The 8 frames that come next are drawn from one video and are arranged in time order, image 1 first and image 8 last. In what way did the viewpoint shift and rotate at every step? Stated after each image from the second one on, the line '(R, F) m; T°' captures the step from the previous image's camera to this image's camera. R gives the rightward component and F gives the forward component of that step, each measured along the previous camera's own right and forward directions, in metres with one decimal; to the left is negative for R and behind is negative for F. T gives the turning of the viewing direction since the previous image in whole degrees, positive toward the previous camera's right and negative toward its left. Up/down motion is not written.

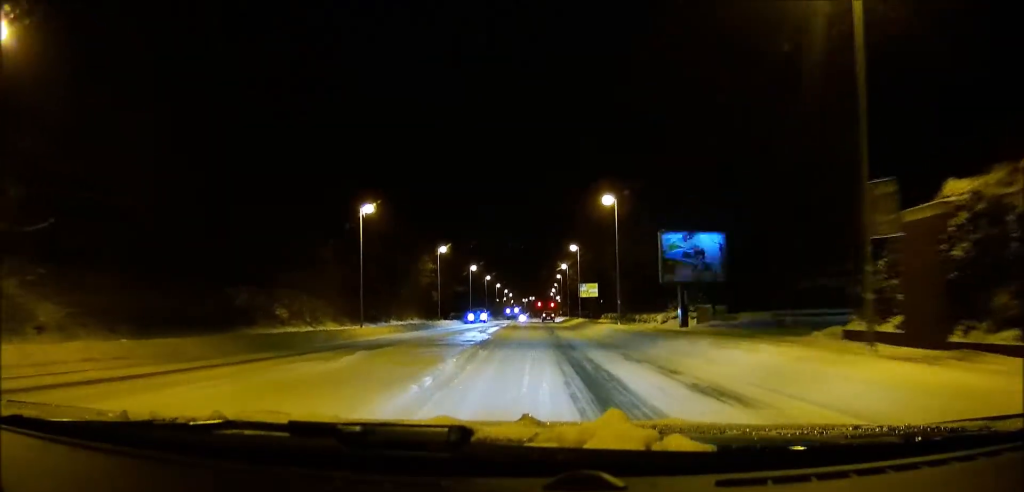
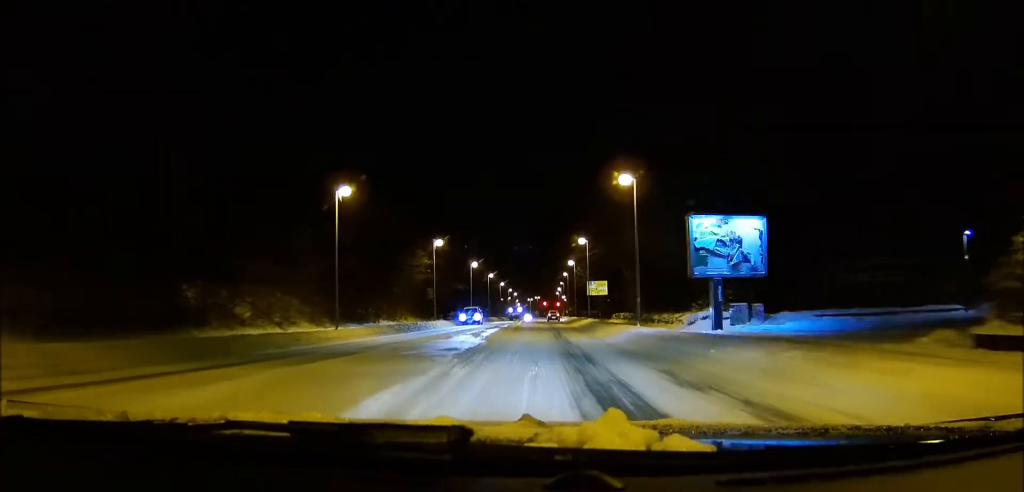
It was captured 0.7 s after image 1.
(0.0, +6.5) m; 0°
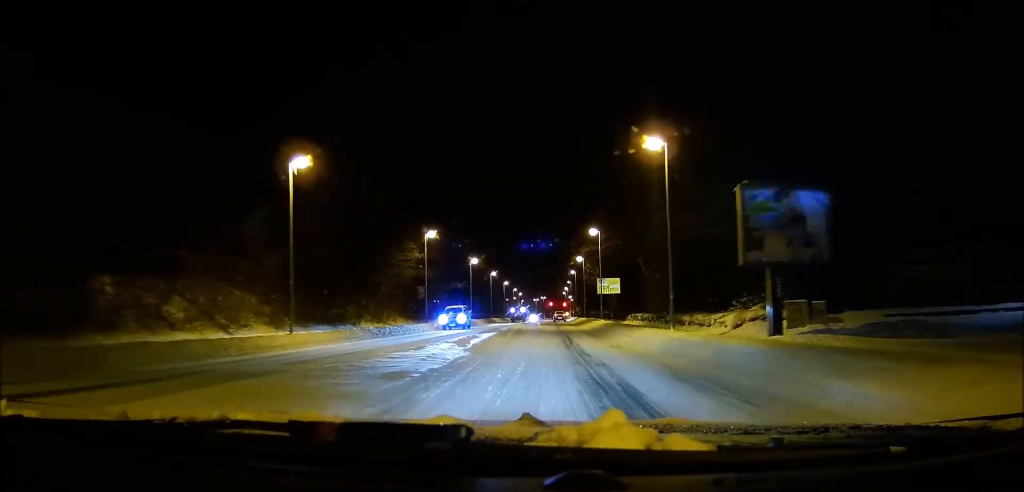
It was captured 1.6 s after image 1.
(0.0, +7.7) m; -1°
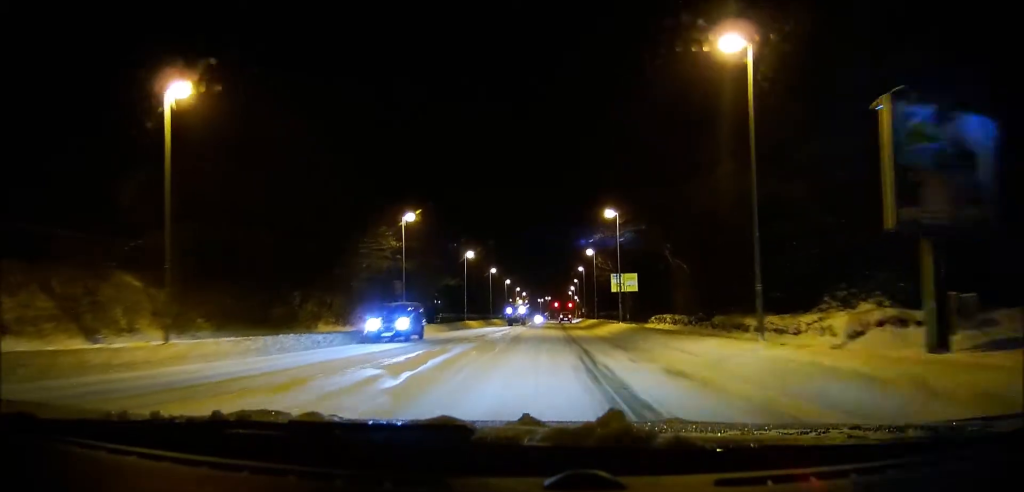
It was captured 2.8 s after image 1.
(-0.1, +10.9) m; -1°
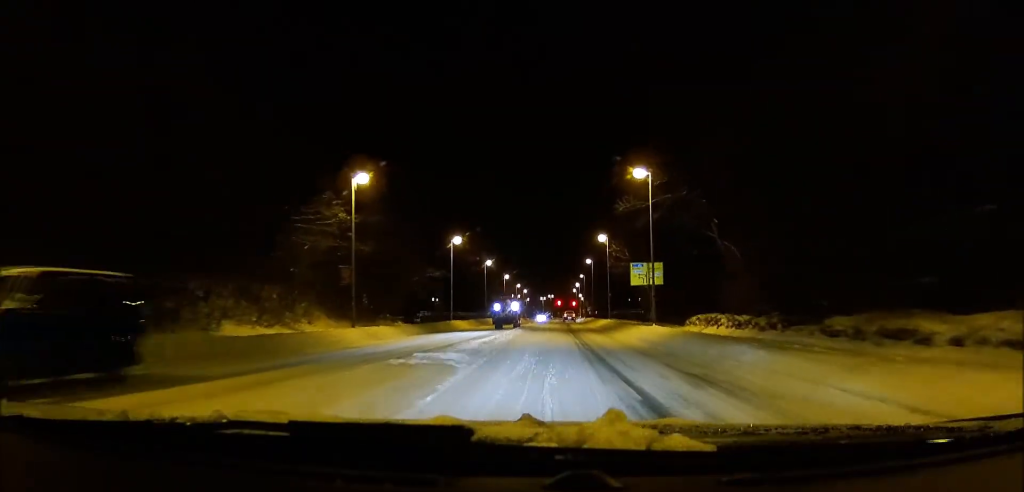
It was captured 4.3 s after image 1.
(-0.1, +13.4) m; 0°
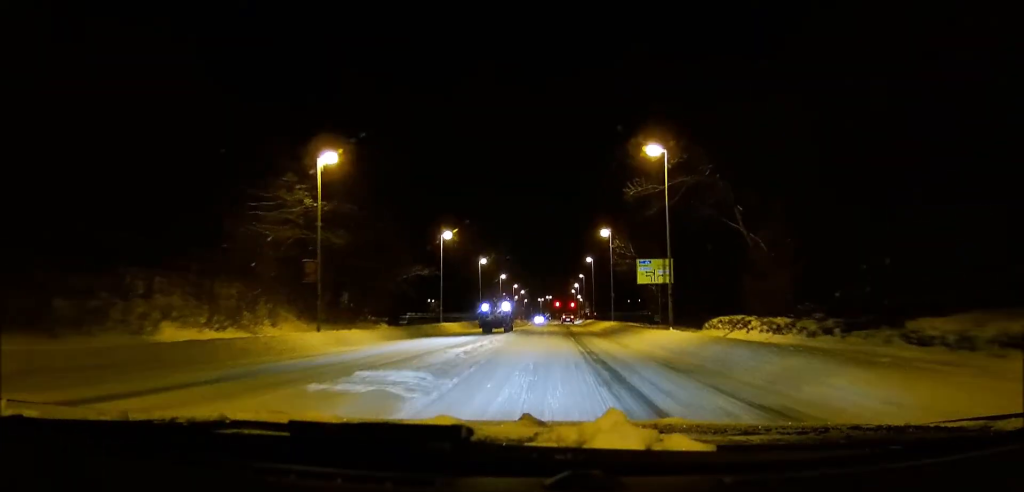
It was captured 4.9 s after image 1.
(+0.1, +5.1) m; 0°
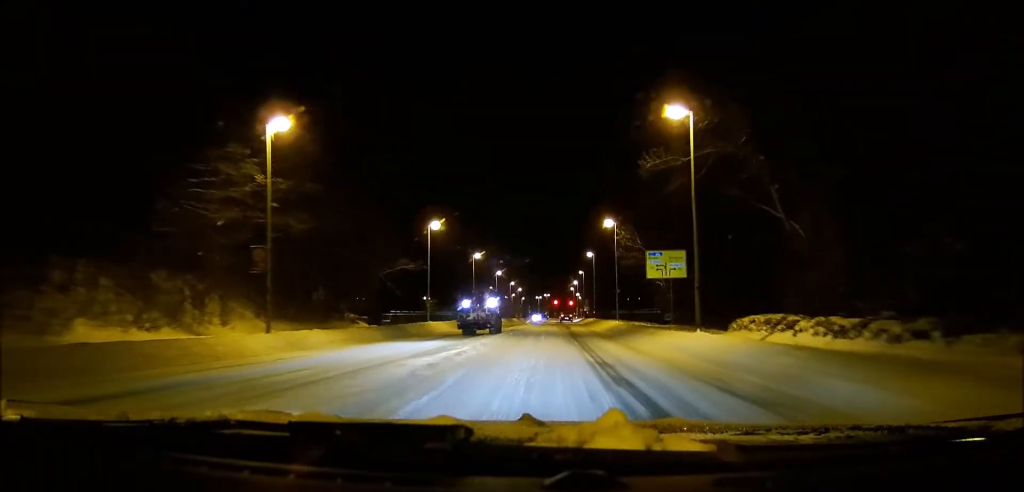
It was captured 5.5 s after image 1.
(+0.1, +5.2) m; 0°
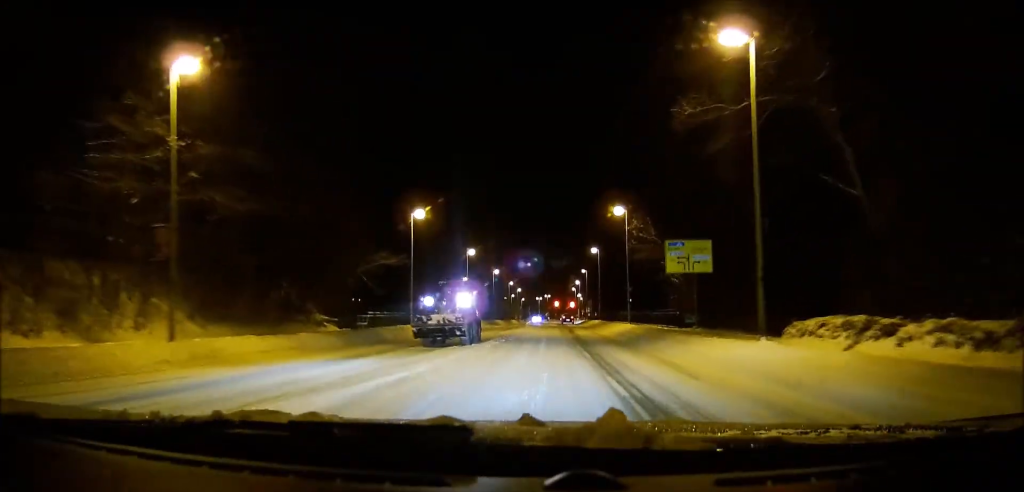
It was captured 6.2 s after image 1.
(-0.1, +7.0) m; -1°
